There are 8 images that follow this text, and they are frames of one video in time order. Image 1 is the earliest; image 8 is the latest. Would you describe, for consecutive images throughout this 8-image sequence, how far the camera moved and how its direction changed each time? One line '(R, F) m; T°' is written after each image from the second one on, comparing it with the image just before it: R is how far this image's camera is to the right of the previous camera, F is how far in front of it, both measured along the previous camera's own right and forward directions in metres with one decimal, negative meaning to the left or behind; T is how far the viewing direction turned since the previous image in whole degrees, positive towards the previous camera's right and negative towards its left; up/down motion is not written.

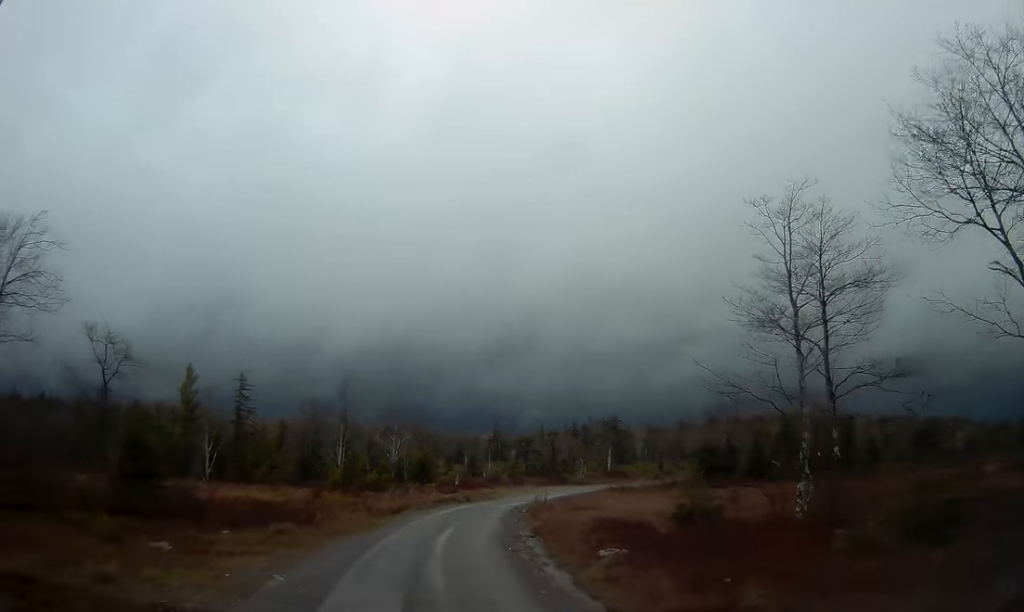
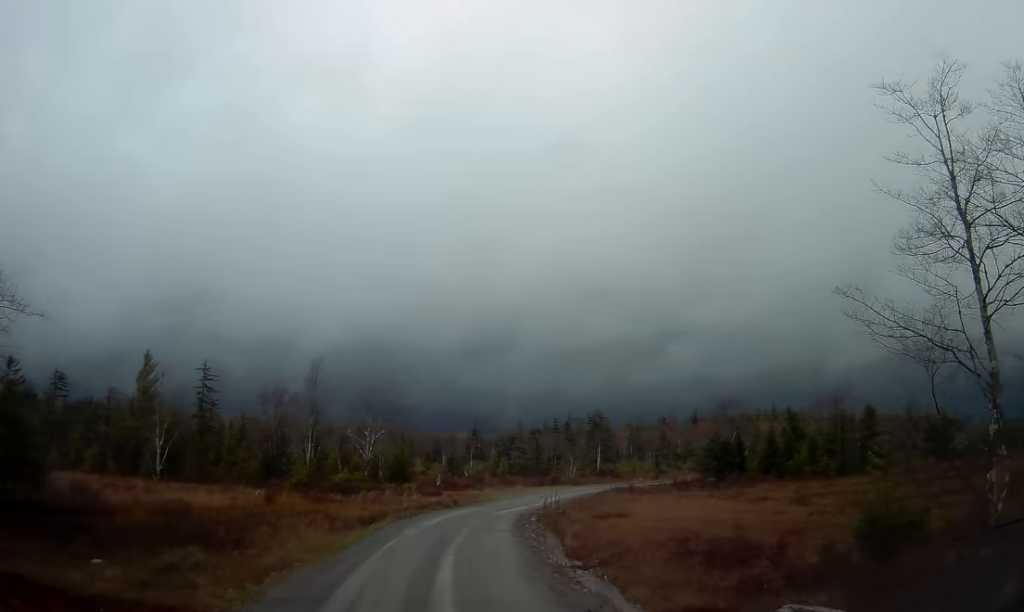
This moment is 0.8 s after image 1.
(0.0, +8.7) m; +2°
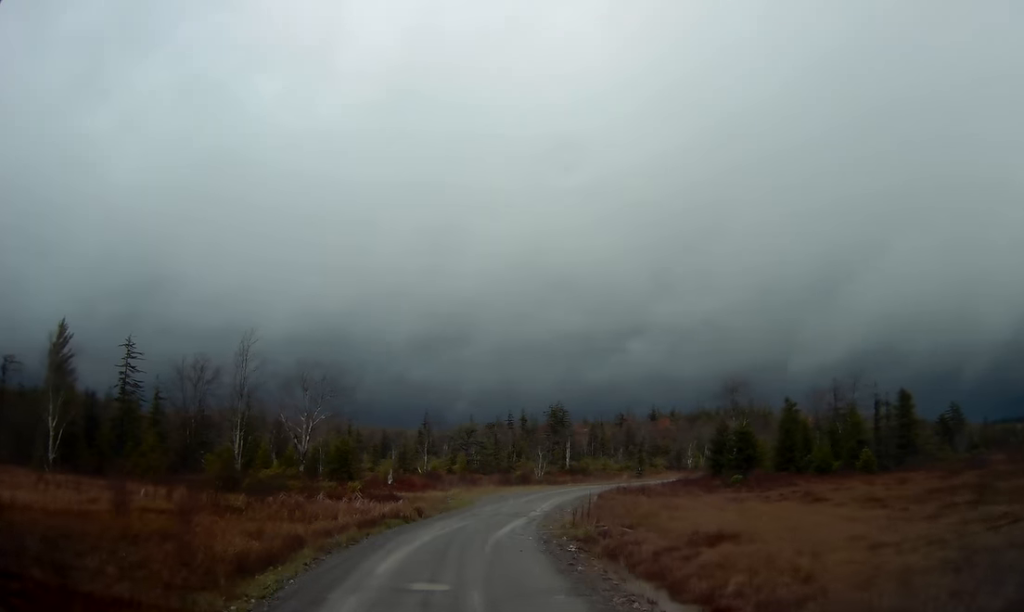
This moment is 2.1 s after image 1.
(+1.0, +13.3) m; +6°
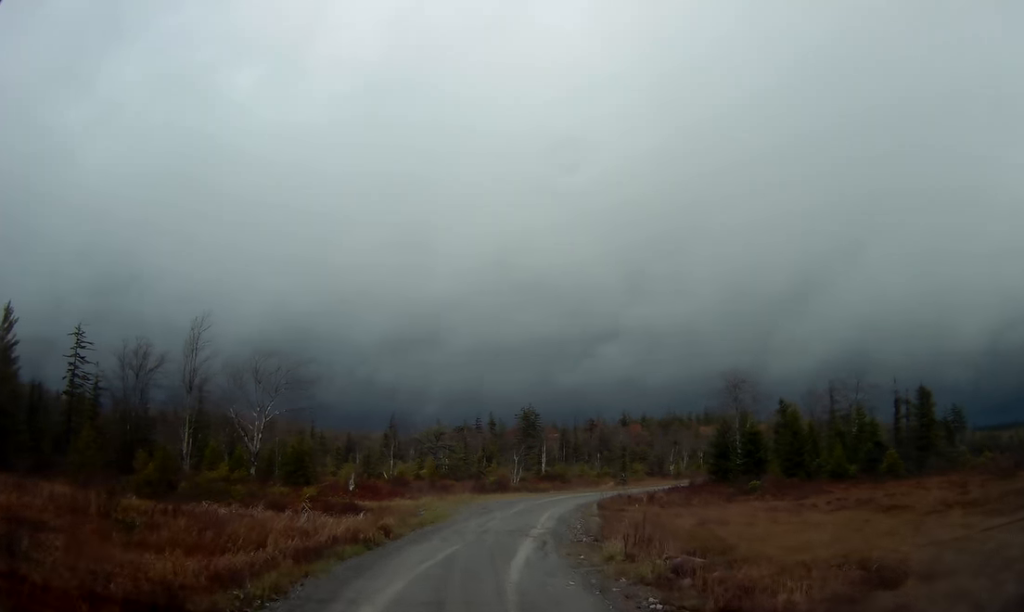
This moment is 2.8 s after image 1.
(+0.1, +7.0) m; +1°
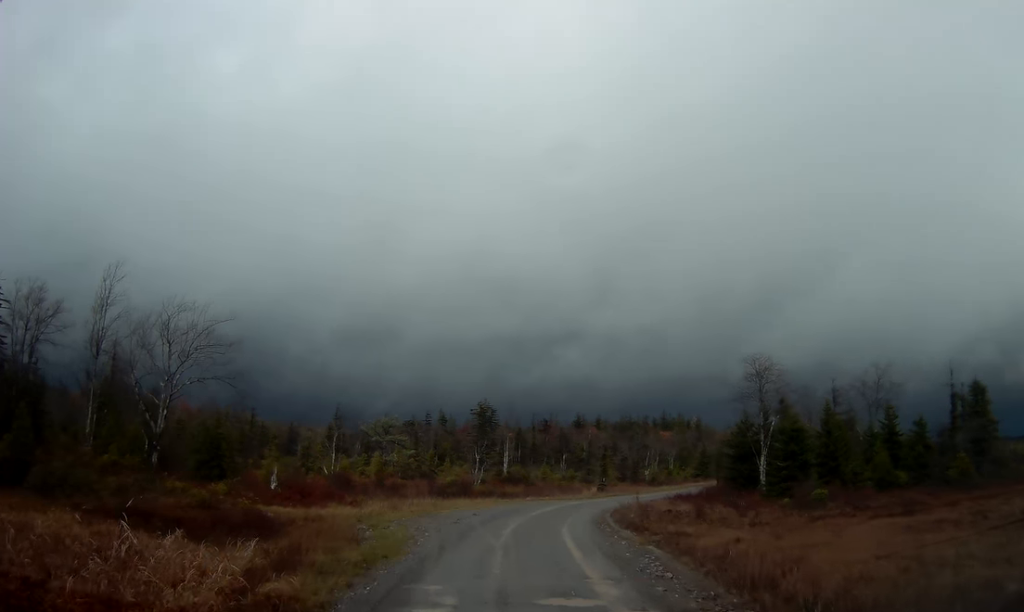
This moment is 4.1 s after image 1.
(+0.2, +11.9) m; +4°
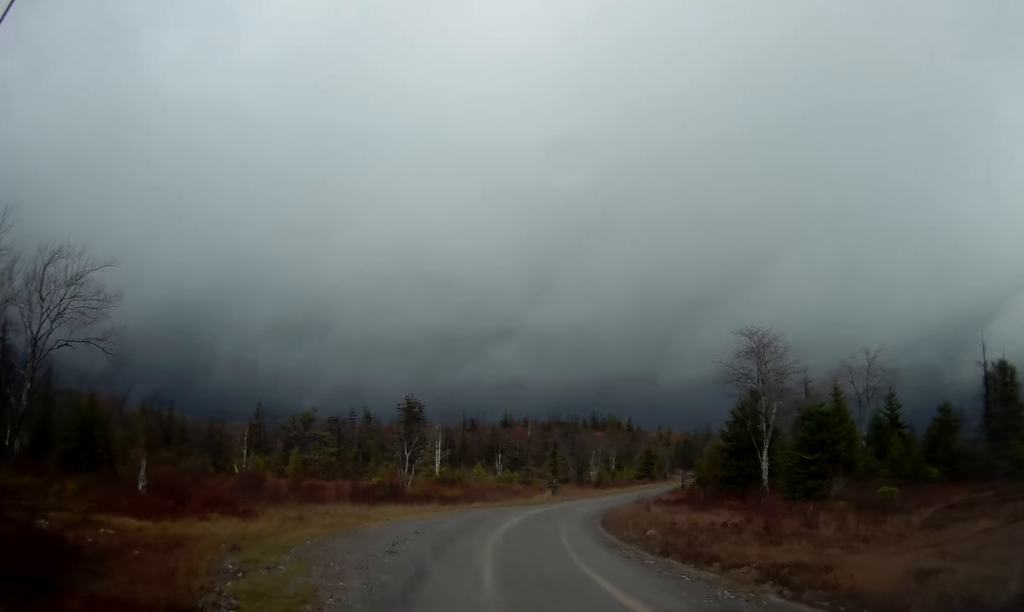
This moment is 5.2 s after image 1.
(+0.5, +9.8) m; +7°
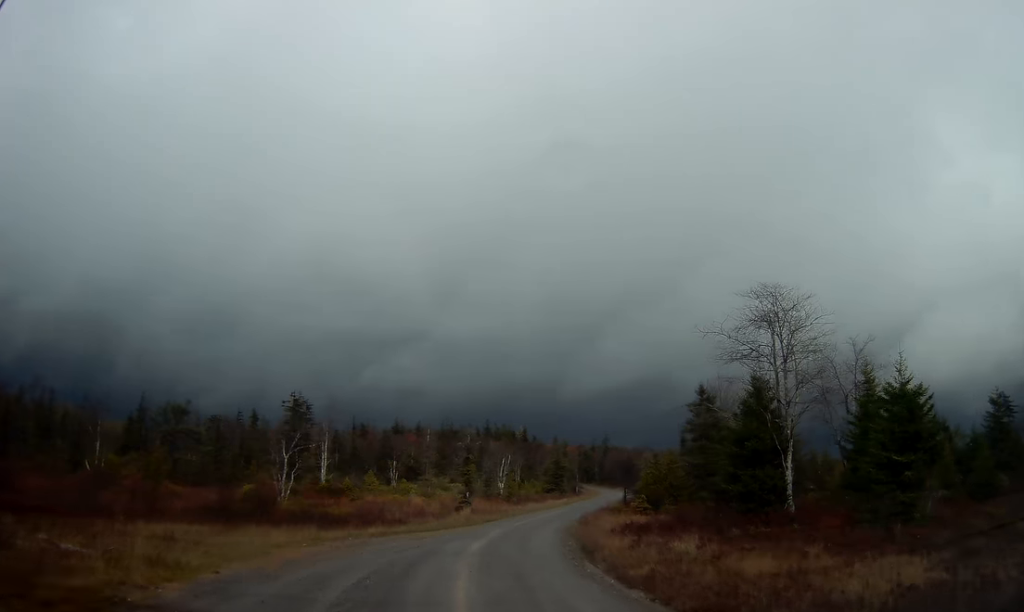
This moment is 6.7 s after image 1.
(+1.4, +12.6) m; +12°
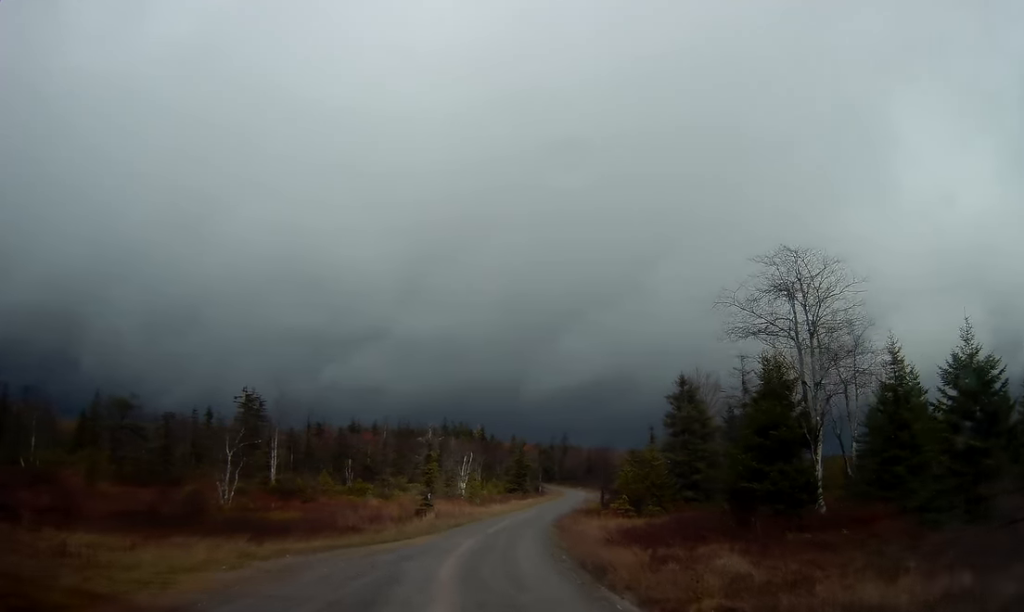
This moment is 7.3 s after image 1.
(+0.3, +5.1) m; +3°
